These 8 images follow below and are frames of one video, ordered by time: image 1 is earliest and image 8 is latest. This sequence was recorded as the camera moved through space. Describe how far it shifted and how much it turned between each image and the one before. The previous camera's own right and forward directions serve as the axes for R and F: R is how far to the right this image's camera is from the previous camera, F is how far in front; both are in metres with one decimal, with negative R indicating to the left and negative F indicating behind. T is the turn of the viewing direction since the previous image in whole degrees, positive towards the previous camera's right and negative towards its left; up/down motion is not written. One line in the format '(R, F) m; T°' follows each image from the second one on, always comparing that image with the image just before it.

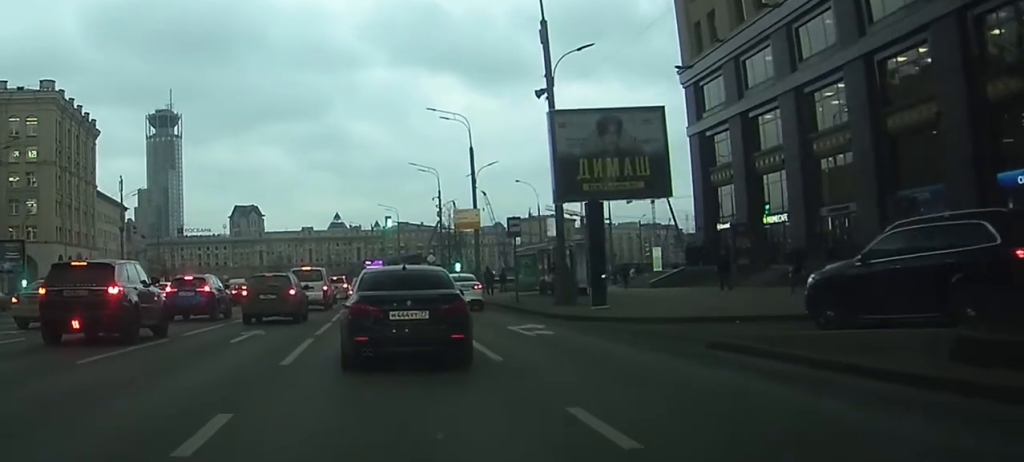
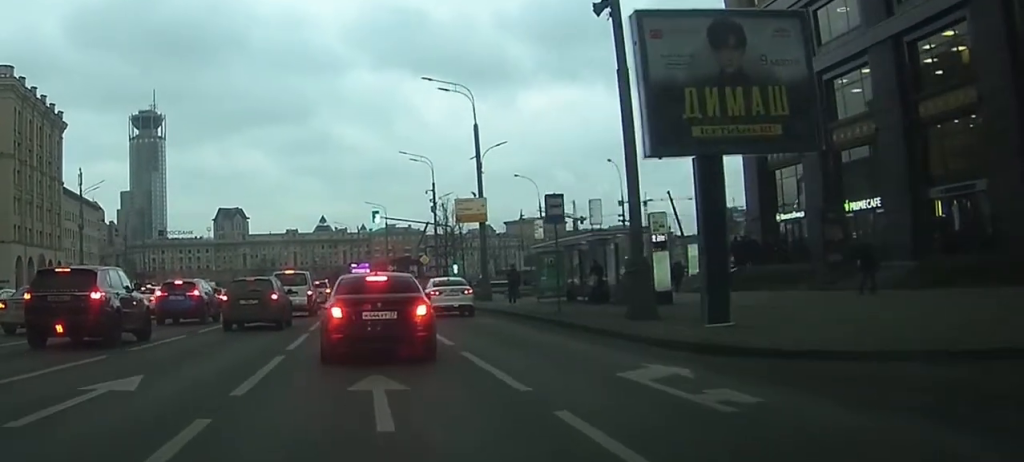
(0.0, +11.2) m; +1°
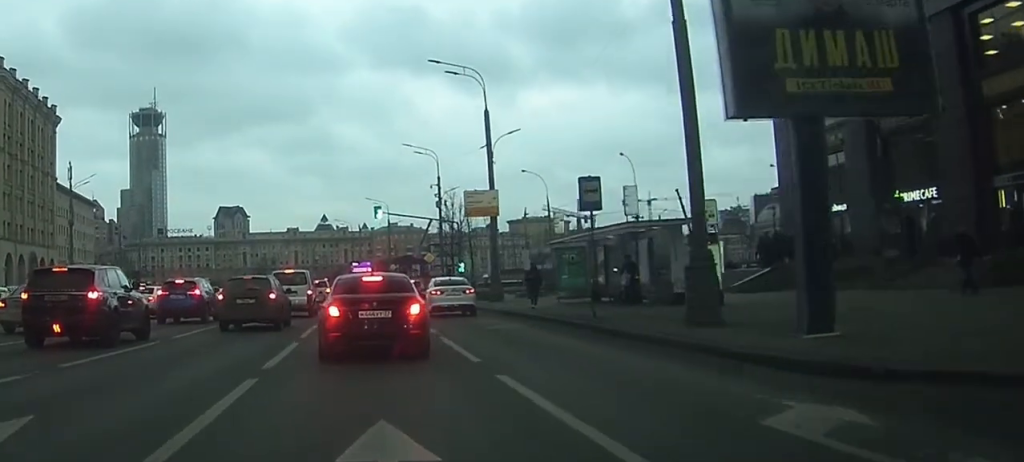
(0.0, +4.4) m; +1°
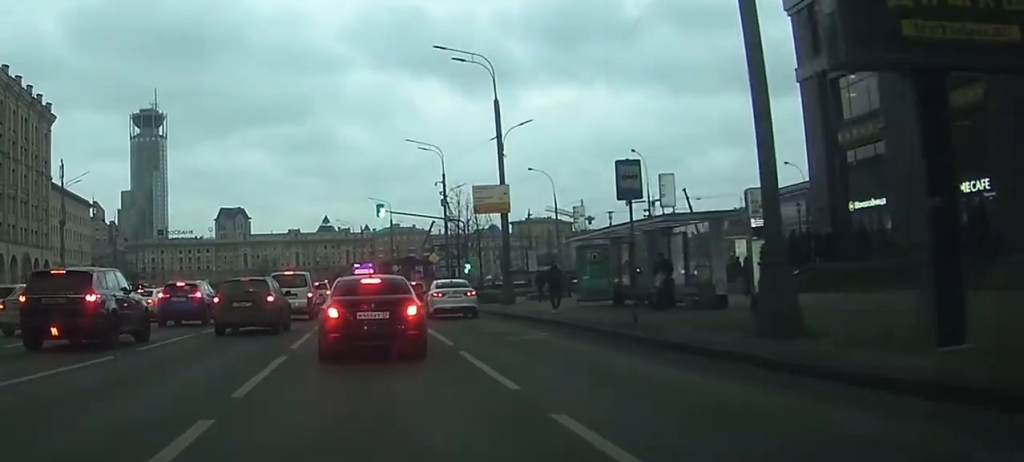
(+0.1, +3.4) m; +1°
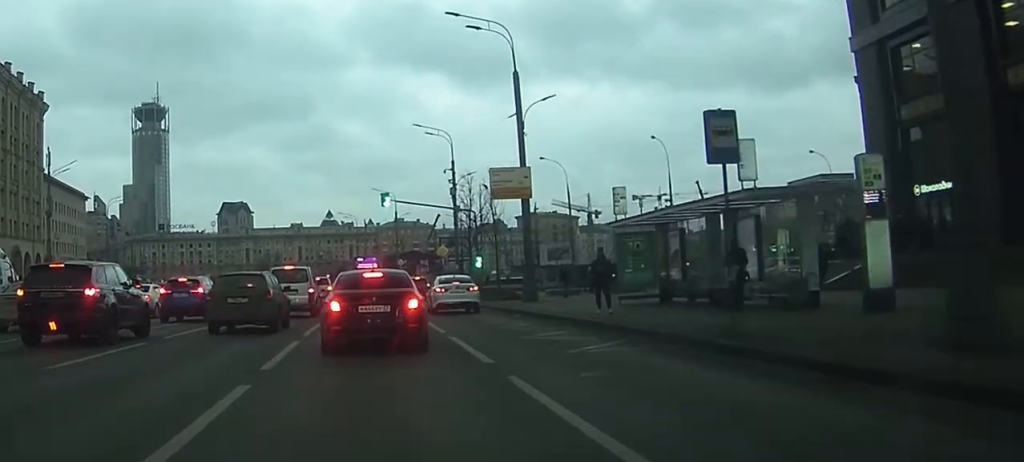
(0.0, +5.4) m; +2°
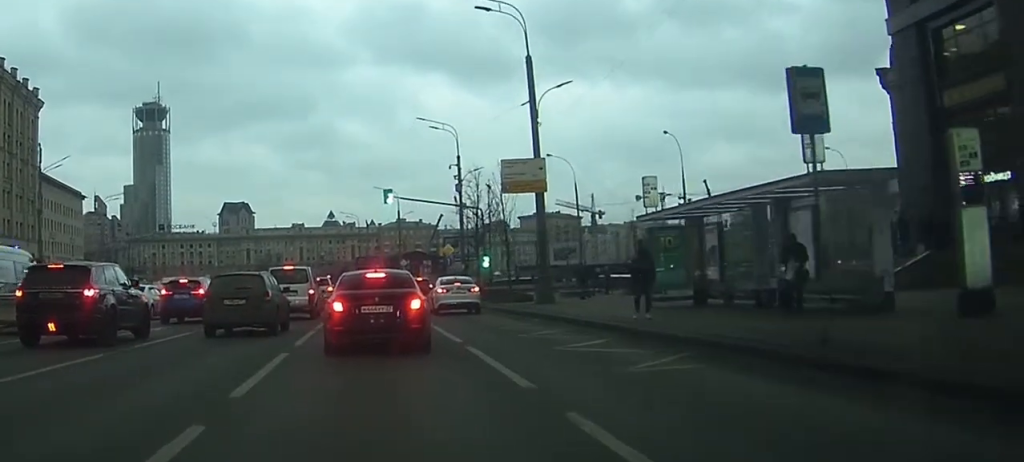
(+0.1, +3.1) m; +1°
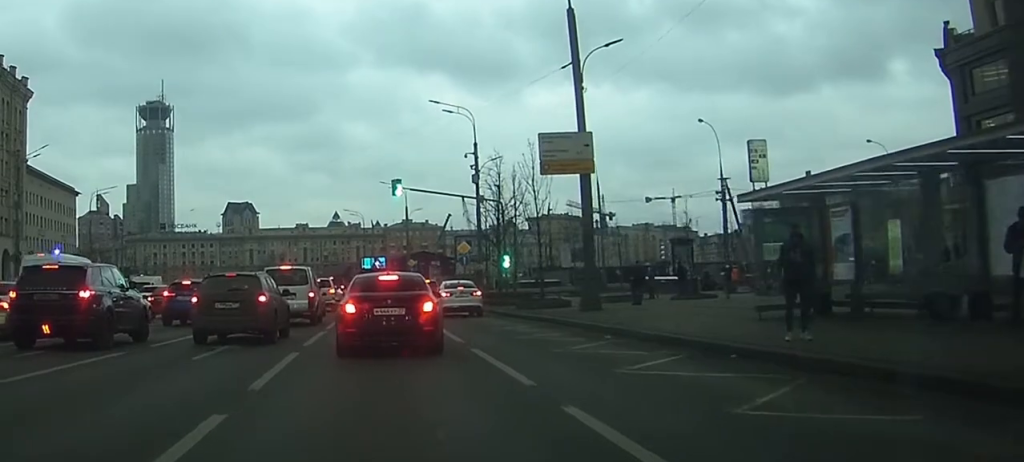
(+0.1, +7.7) m; +1°
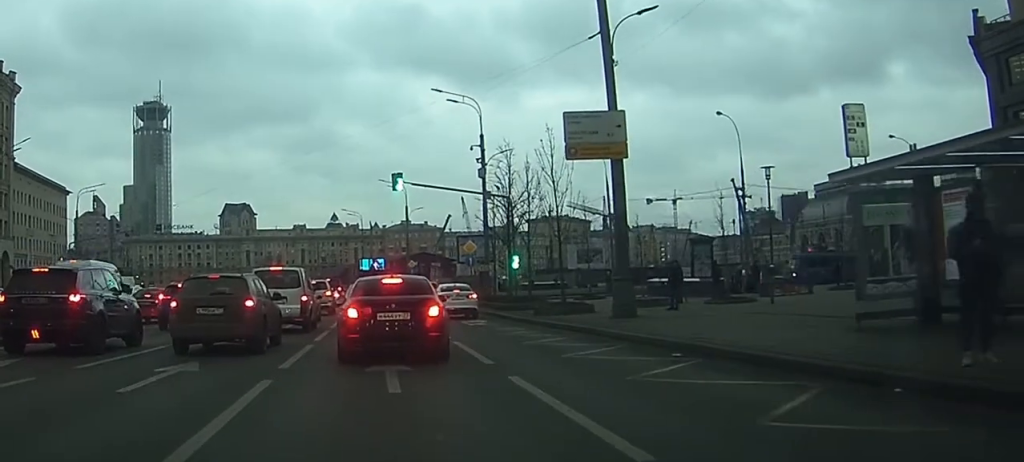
(0.0, +4.4) m; +1°
